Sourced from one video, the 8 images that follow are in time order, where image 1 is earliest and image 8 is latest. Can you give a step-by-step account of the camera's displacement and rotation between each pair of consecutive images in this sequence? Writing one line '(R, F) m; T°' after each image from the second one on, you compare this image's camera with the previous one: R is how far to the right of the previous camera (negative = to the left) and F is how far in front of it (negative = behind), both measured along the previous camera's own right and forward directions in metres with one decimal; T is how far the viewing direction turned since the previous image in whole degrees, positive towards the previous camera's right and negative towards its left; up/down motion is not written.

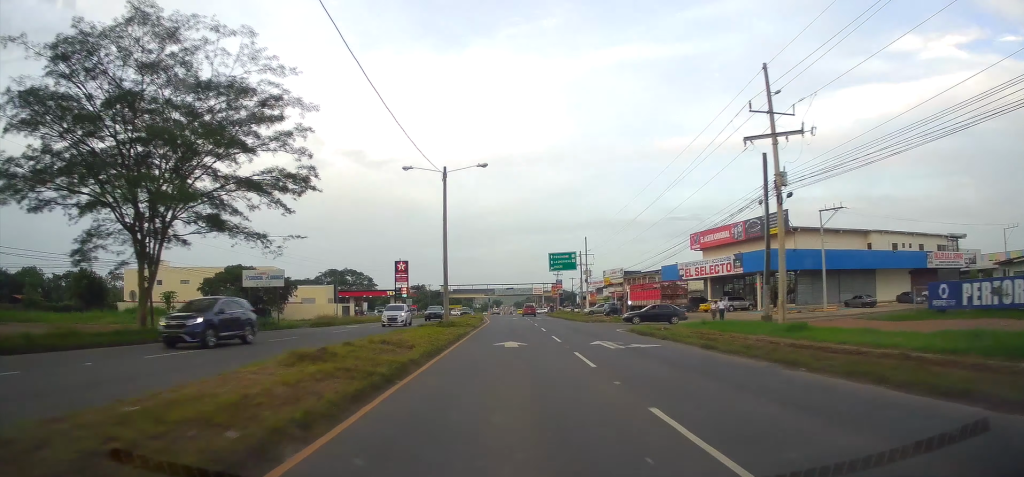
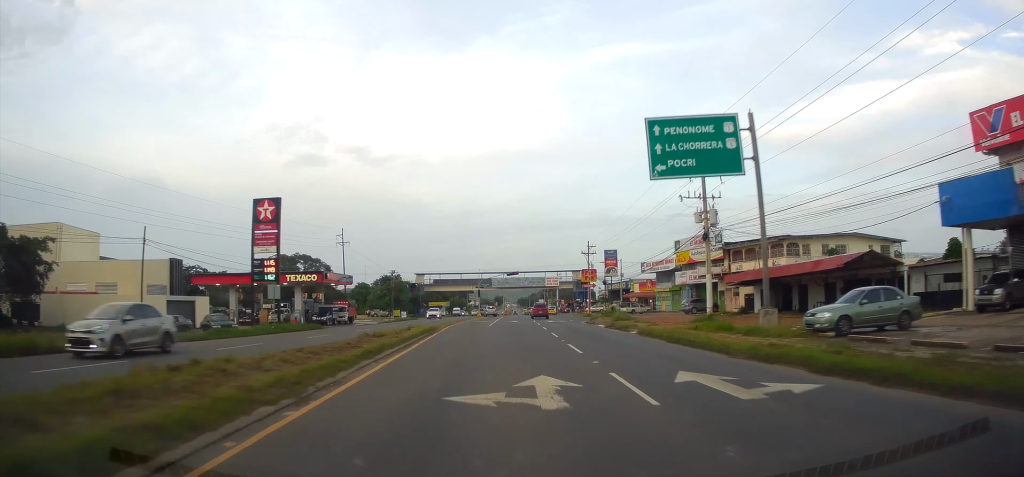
(+0.6, +55.9) m; +1°
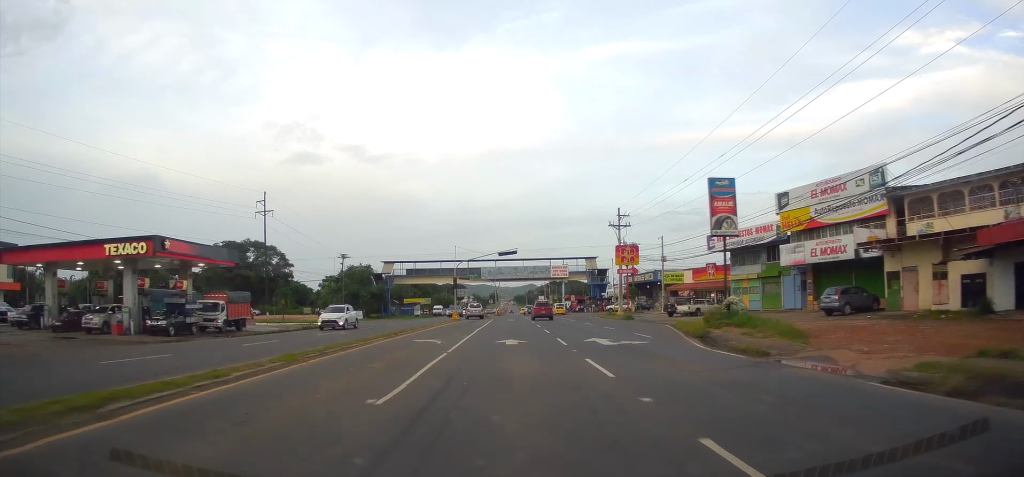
(-0.1, +31.2) m; 0°
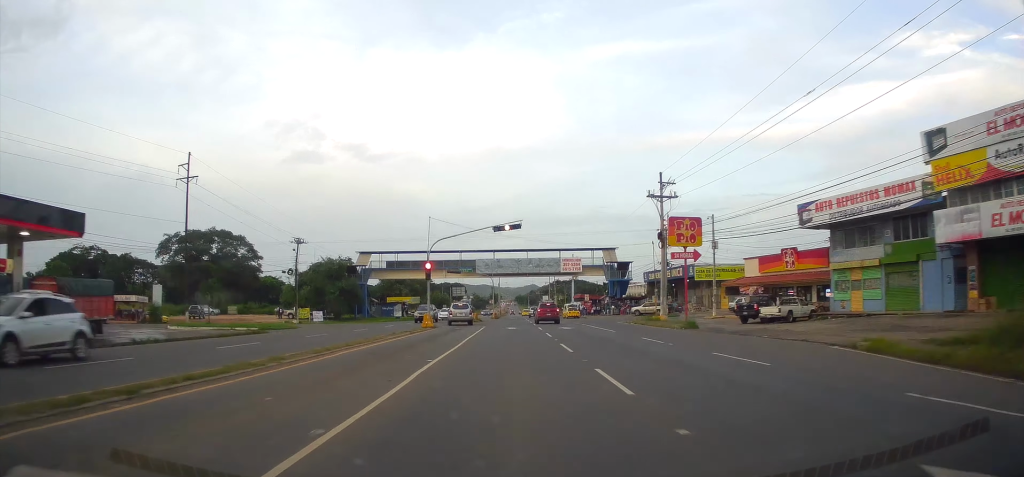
(-0.1, +18.4) m; 0°
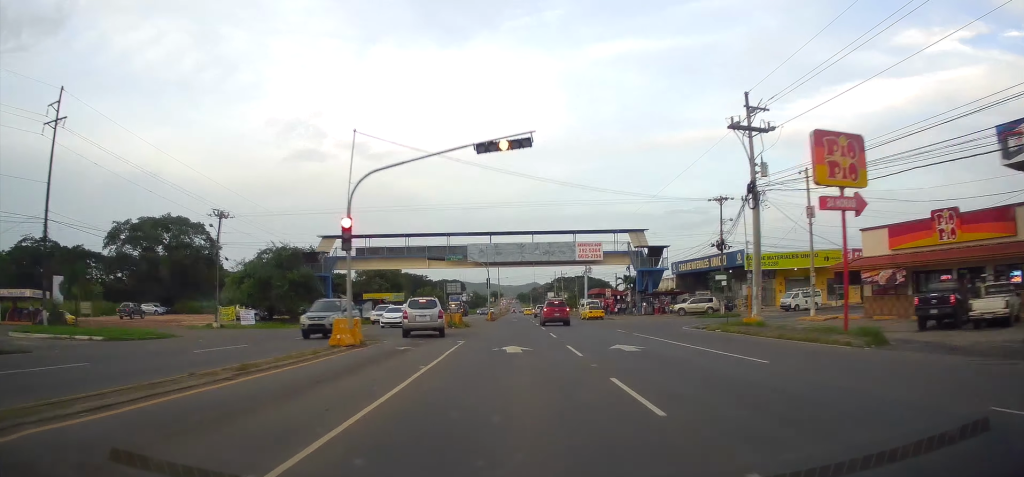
(0.0, +18.7) m; 0°
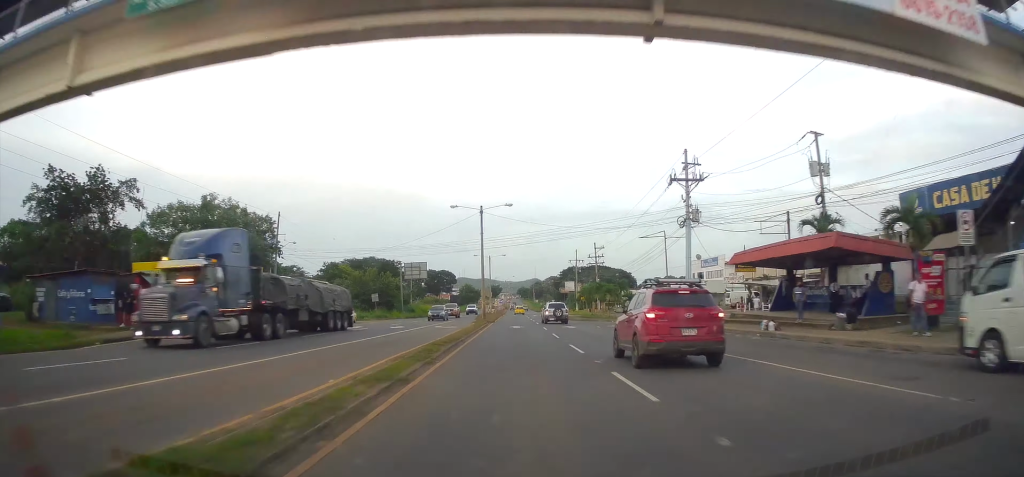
(-0.3, +58.2) m; 0°
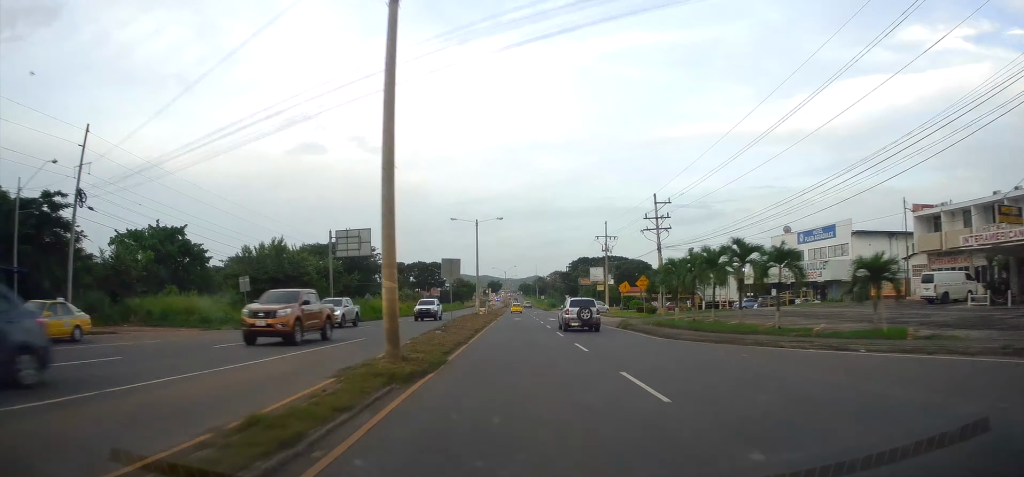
(+0.1, +35.6) m; 0°
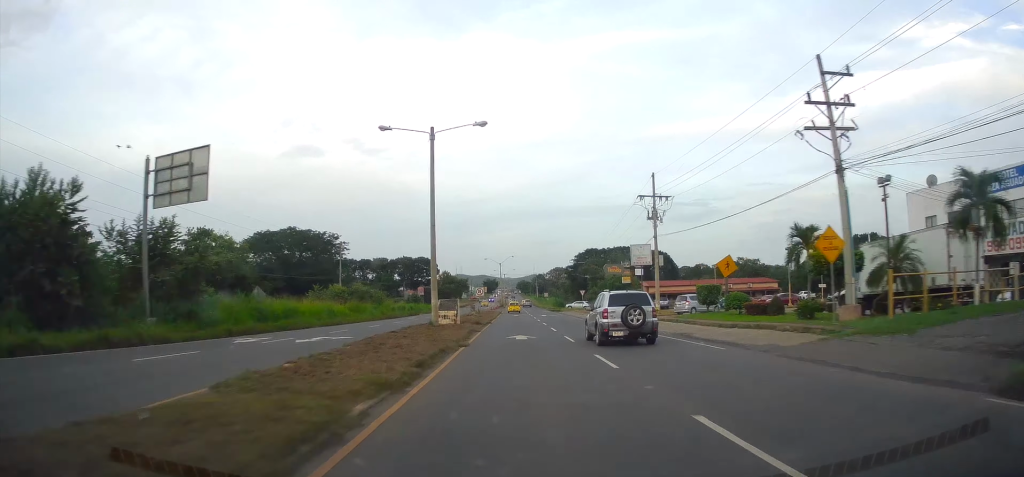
(+0.2, +29.7) m; 0°
